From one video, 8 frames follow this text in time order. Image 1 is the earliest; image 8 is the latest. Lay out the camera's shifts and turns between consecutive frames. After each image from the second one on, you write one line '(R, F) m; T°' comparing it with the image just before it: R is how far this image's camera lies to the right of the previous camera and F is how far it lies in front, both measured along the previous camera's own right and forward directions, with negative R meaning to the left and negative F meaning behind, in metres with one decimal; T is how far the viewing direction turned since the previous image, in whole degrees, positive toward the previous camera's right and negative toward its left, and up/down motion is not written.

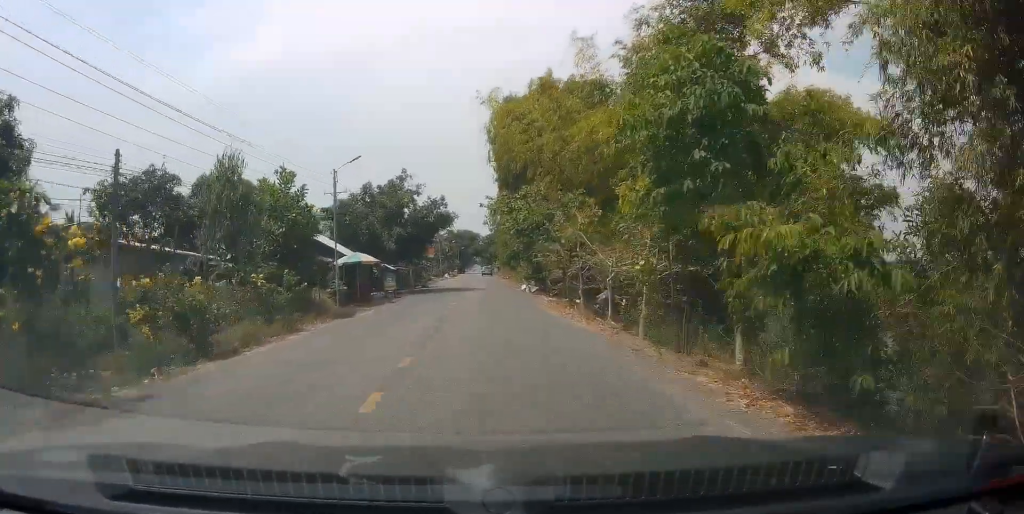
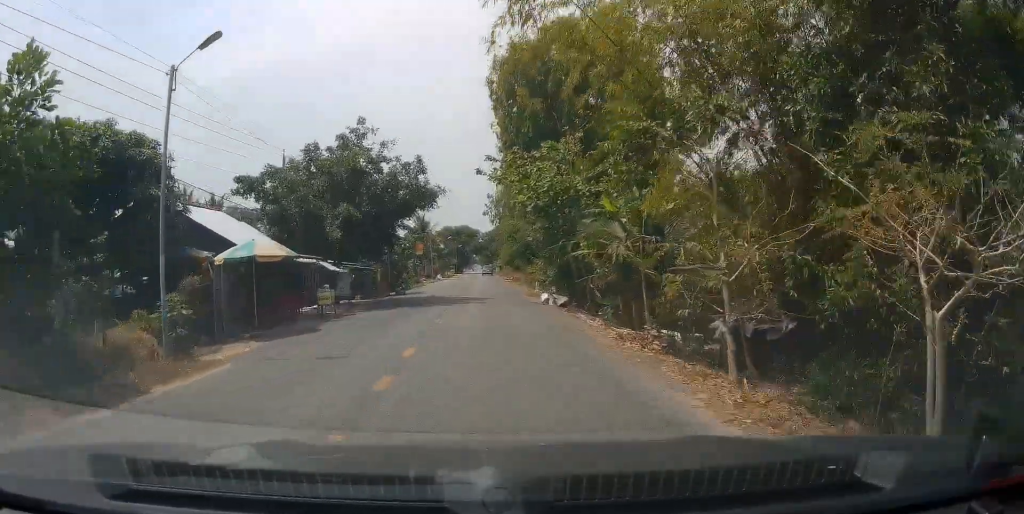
(+0.2, +14.0) m; 0°
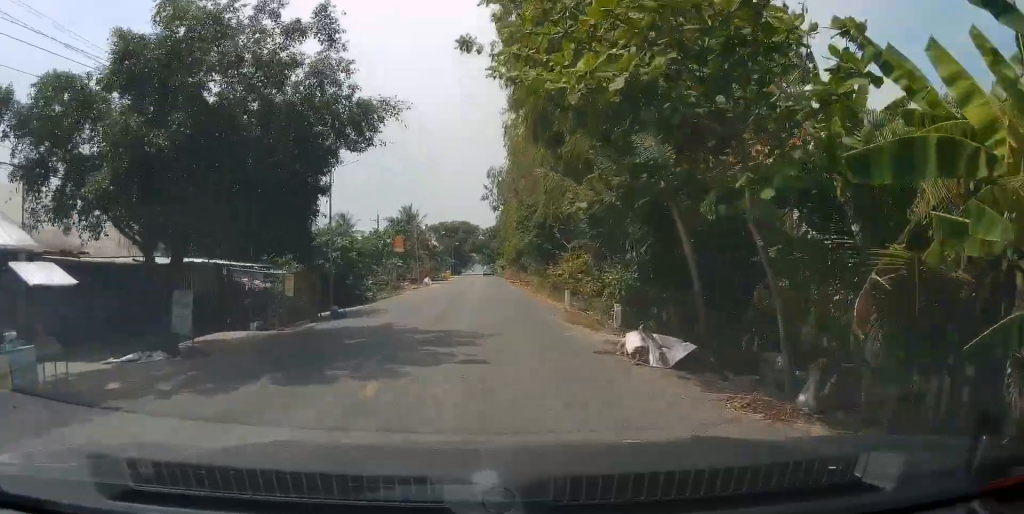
(-0.1, +15.3) m; 0°
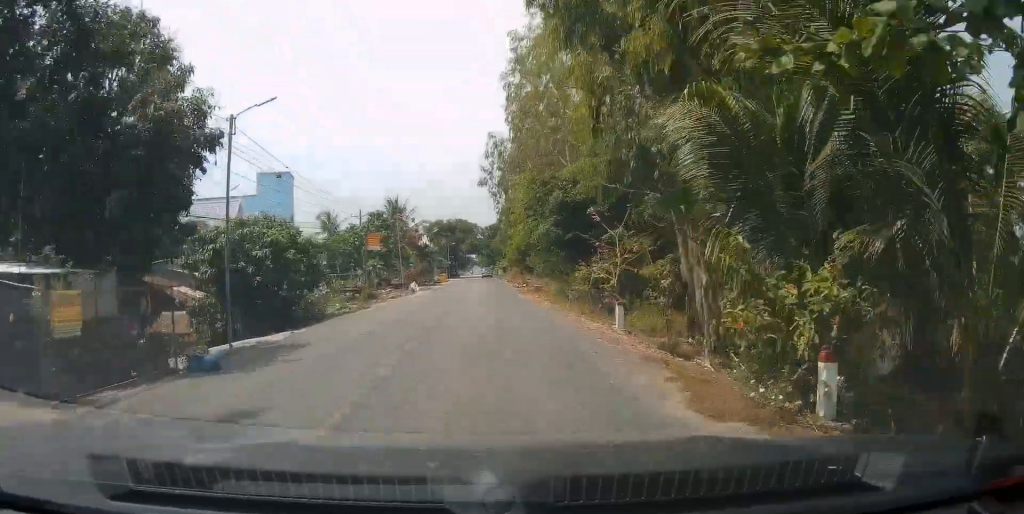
(0.0, +10.7) m; 0°
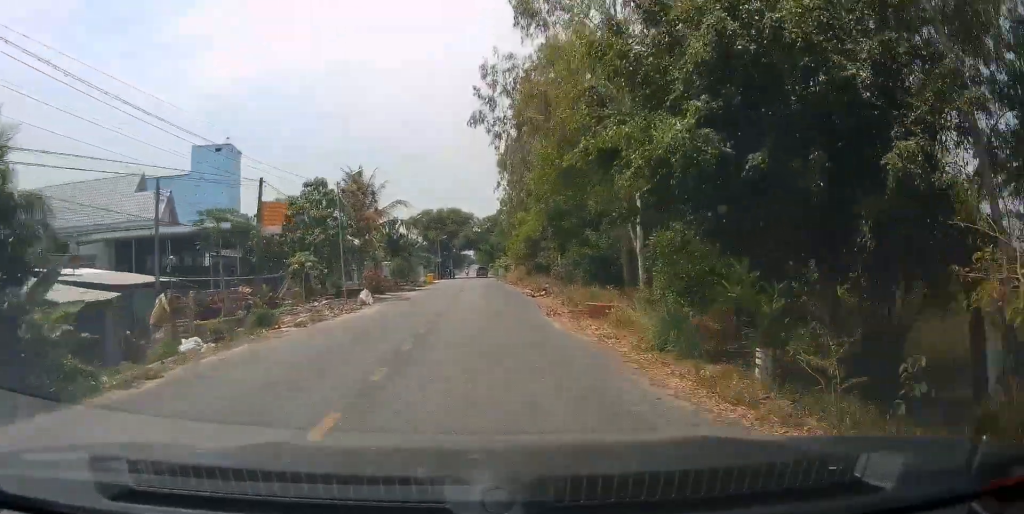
(+0.1, +17.9) m; 0°
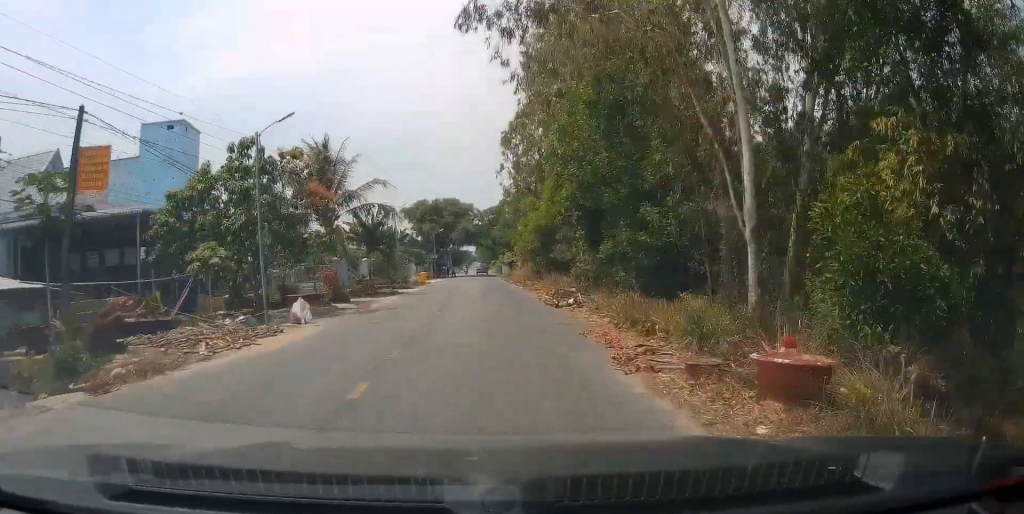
(-0.2, +10.7) m; 0°
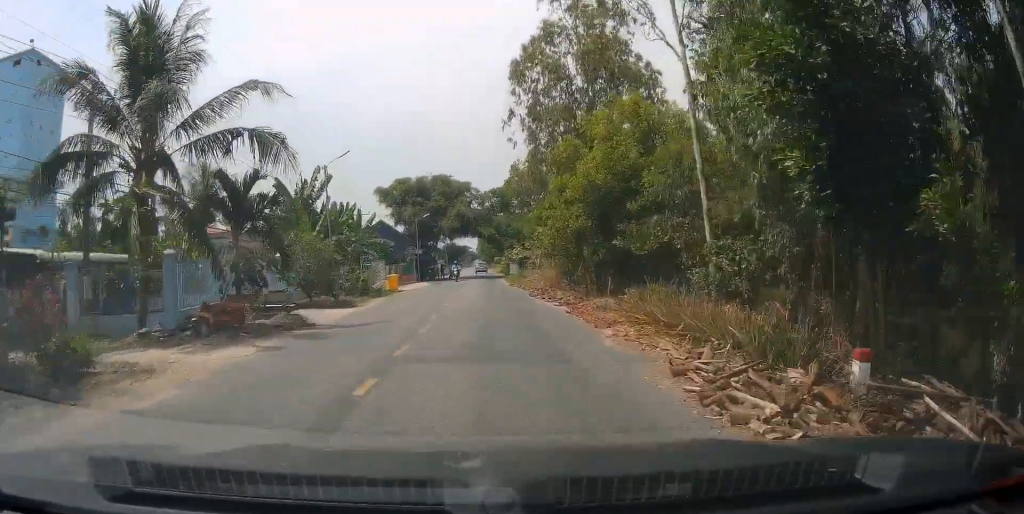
(+0.2, +21.0) m; -1°
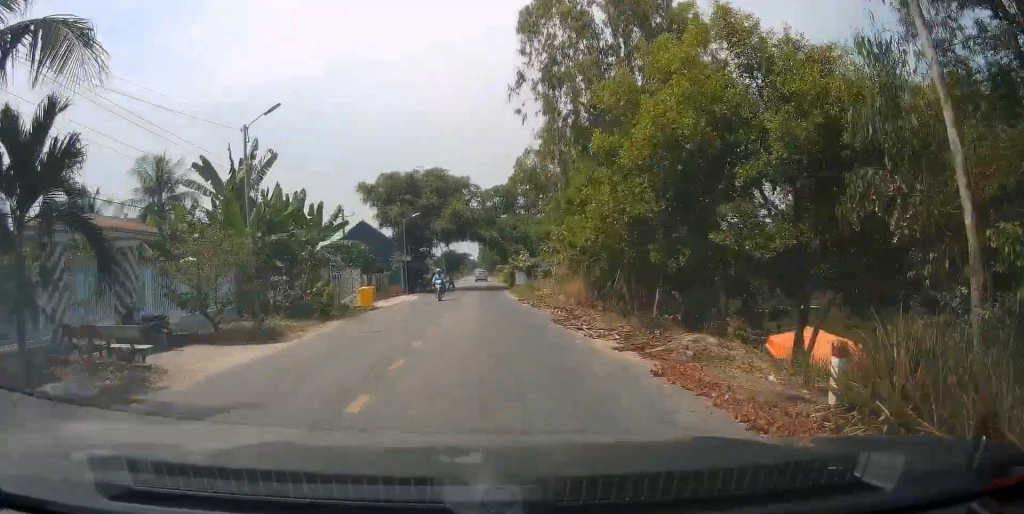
(-0.2, +10.7) m; -1°
